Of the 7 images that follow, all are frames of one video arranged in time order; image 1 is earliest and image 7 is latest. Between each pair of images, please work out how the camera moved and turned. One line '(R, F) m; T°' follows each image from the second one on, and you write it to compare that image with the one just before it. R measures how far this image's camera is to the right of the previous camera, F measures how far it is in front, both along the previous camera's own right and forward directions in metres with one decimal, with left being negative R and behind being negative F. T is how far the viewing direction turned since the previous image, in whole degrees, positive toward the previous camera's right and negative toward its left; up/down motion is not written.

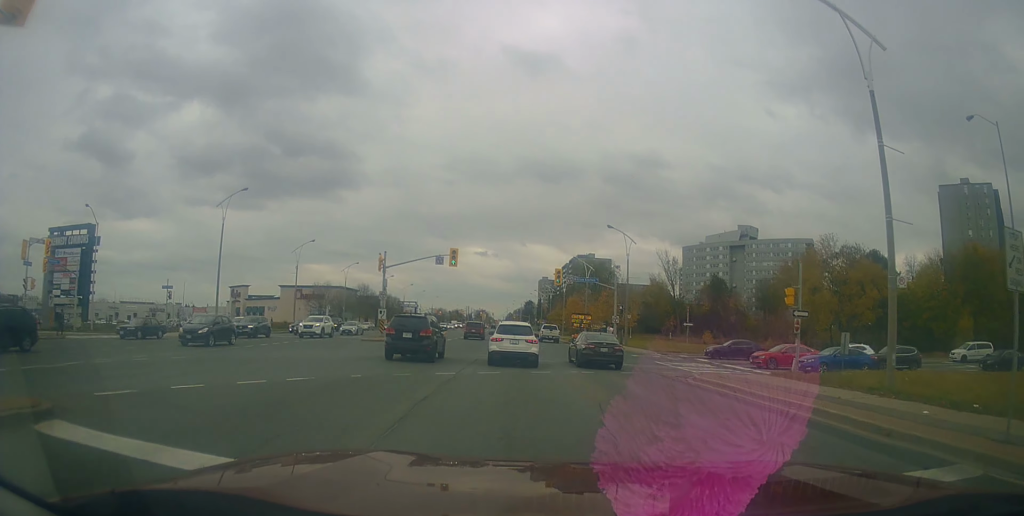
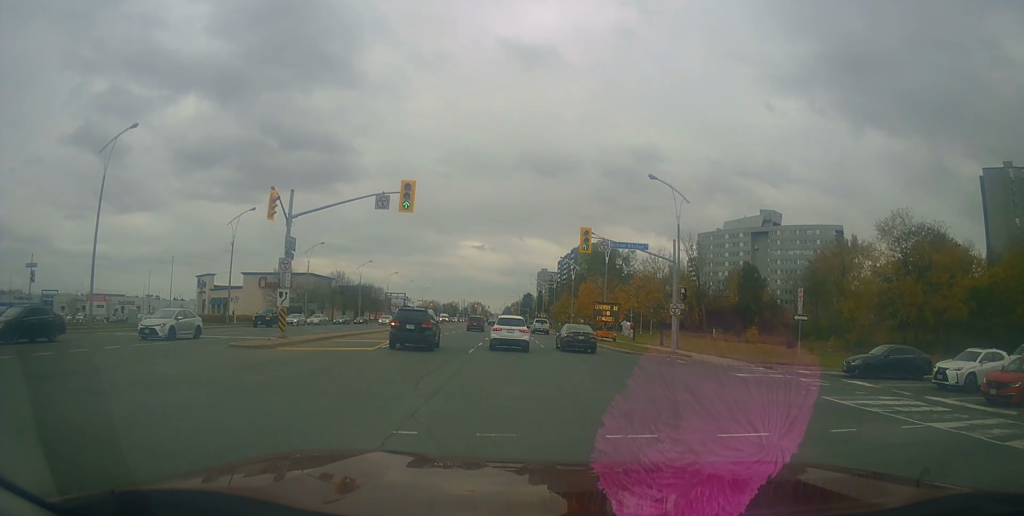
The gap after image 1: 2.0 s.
(+0.7, +20.8) m; +3°
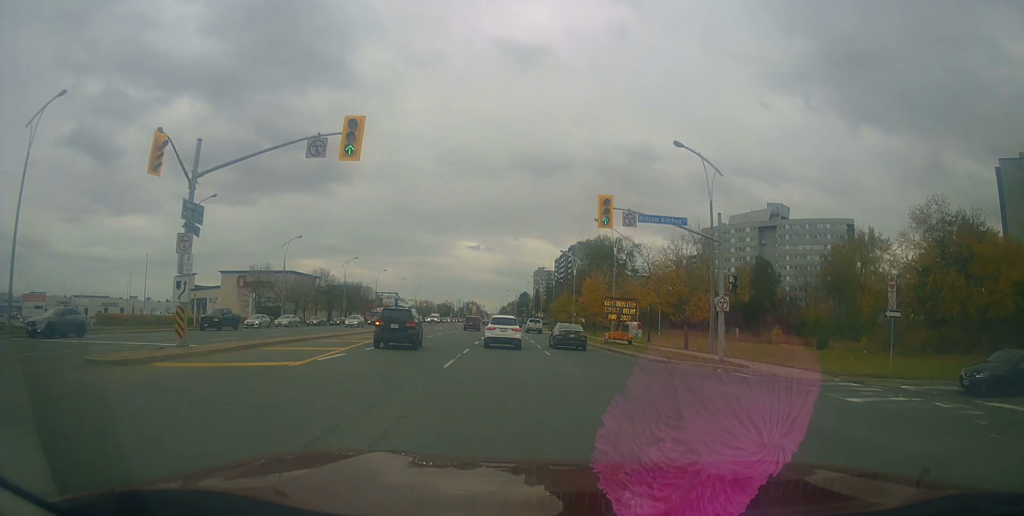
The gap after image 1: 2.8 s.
(+0.4, +8.4) m; 0°
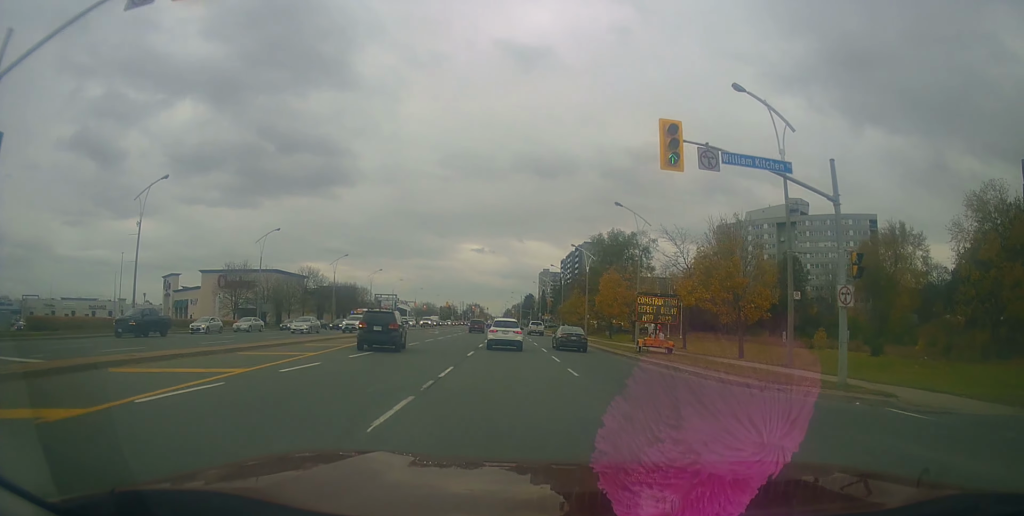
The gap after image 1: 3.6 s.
(-0.3, +9.8) m; 0°
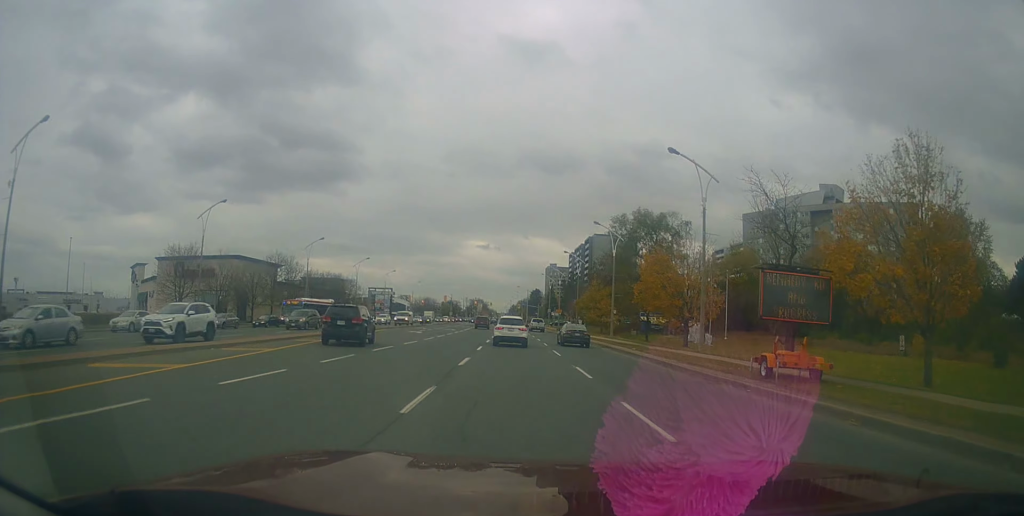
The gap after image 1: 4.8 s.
(+0.5, +15.8) m; -1°
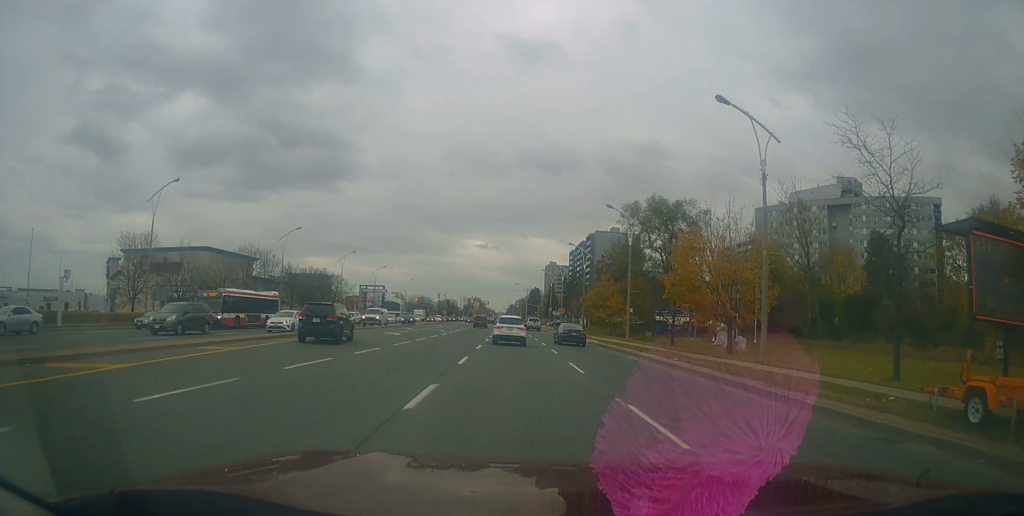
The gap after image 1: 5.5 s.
(-0.7, +8.9) m; -1°
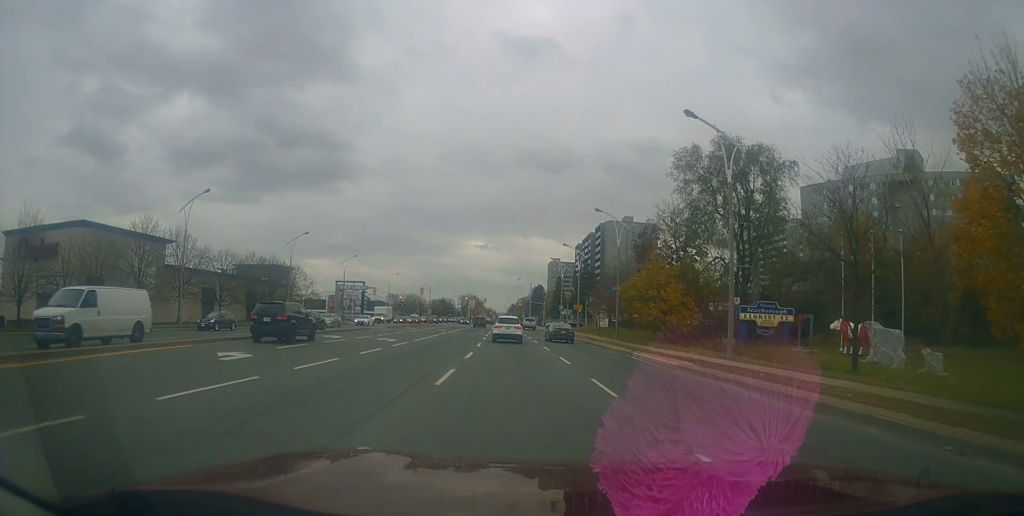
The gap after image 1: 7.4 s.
(+1.0, +24.1) m; +3°
